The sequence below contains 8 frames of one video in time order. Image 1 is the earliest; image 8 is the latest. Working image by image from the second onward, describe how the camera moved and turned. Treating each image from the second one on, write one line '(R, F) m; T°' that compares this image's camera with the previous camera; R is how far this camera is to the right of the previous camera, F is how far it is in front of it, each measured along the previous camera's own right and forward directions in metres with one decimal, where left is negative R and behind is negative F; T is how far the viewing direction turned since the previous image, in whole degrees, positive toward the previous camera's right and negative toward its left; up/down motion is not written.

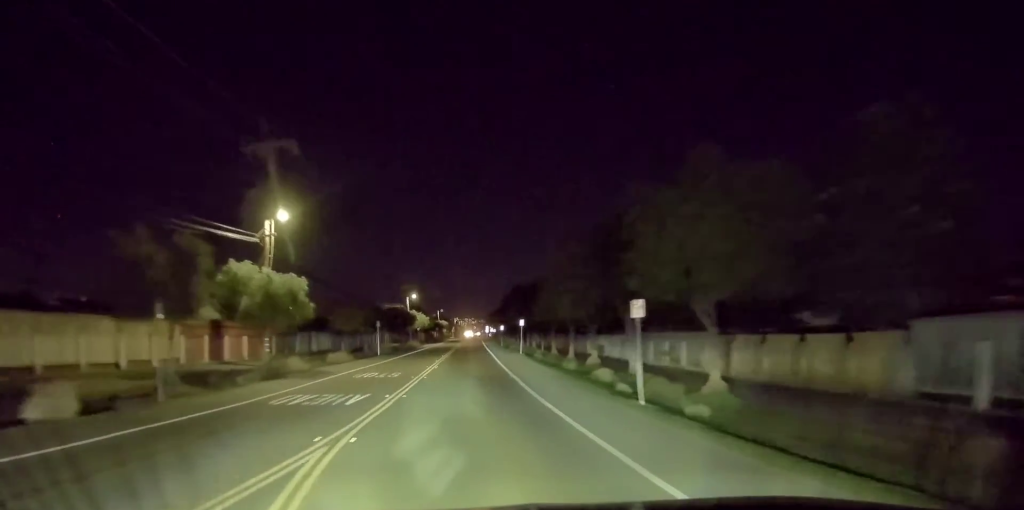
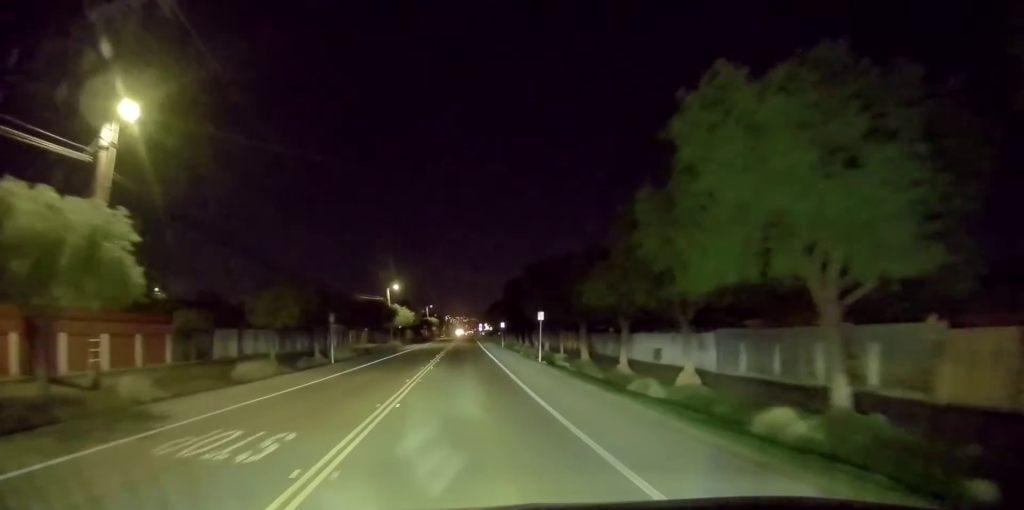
(+0.6, +16.3) m; +3°
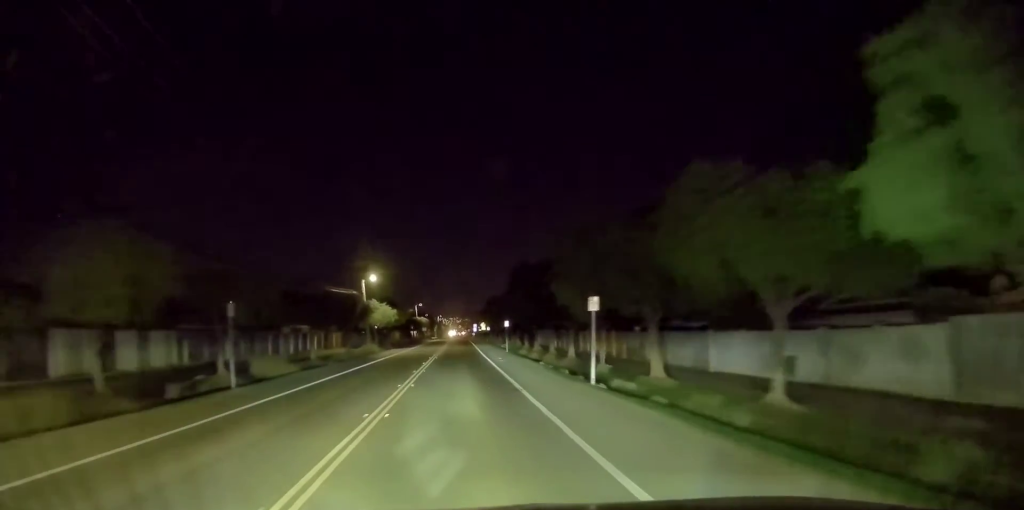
(0.0, +15.5) m; -2°
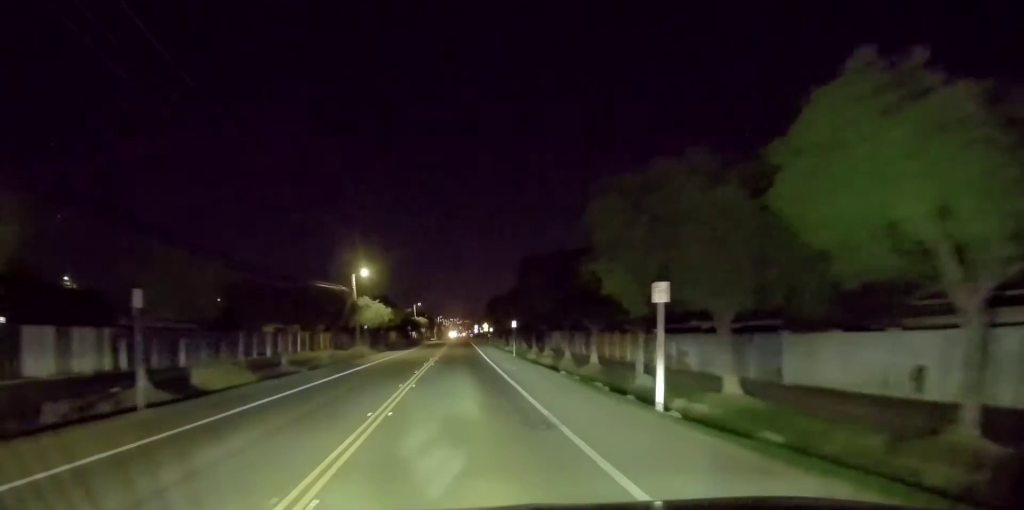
(-0.2, +6.6) m; 0°
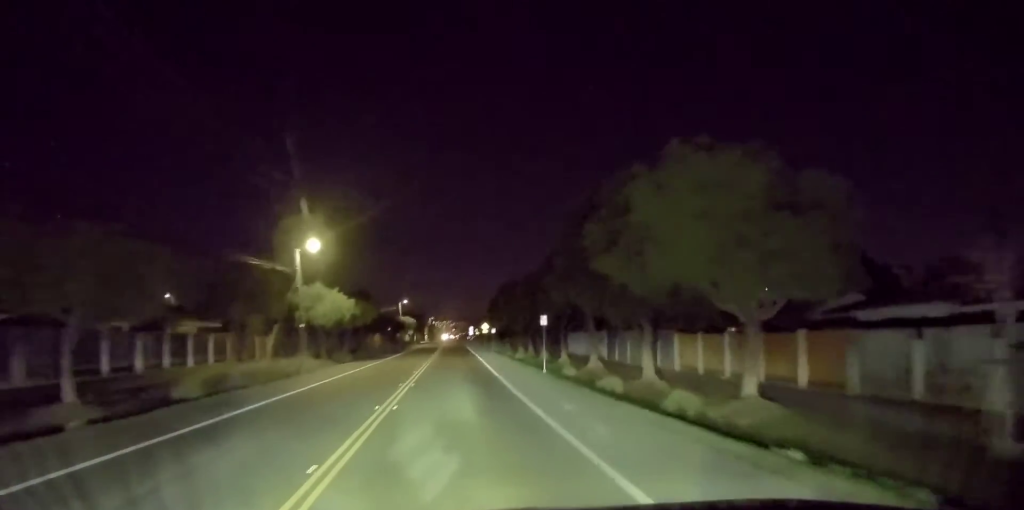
(0.0, +19.2) m; 0°
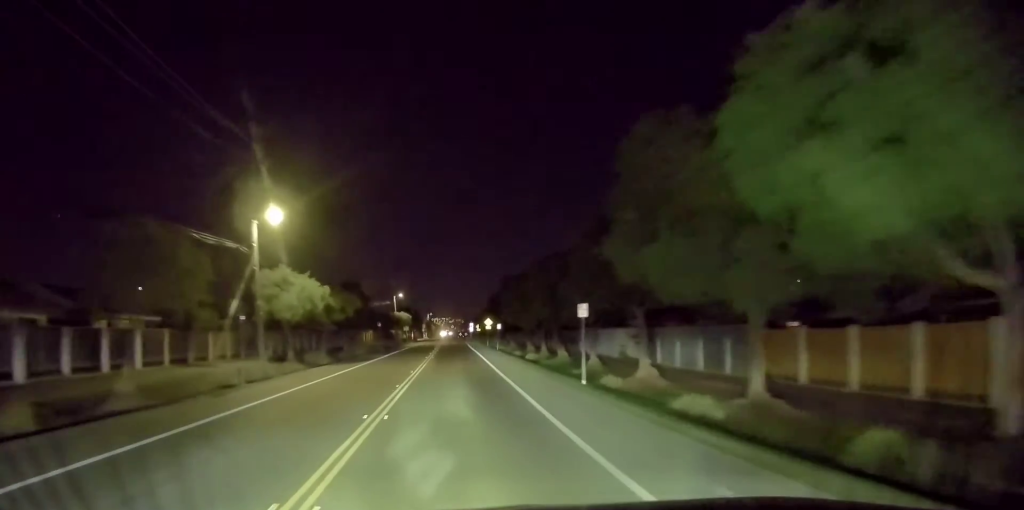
(-0.1, +9.2) m; 0°
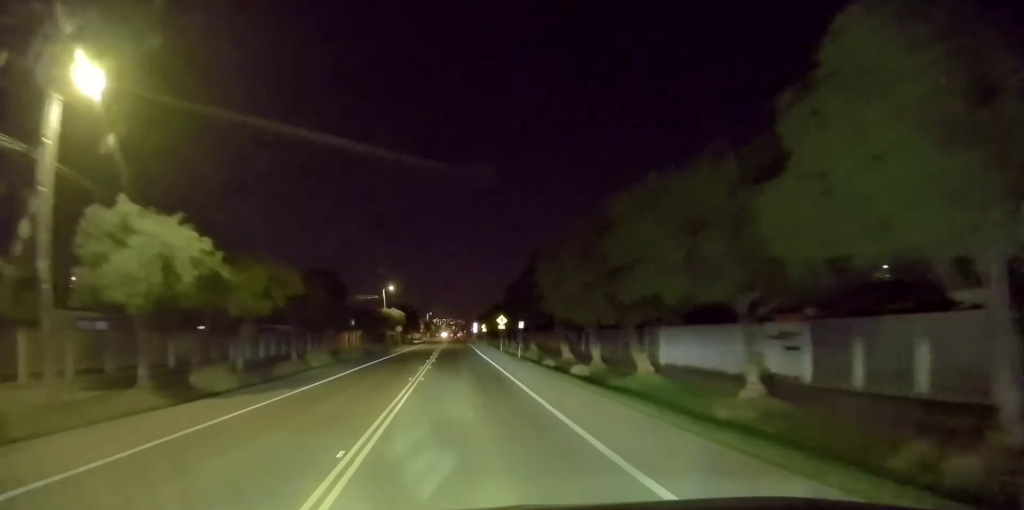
(+0.1, +18.4) m; 0°
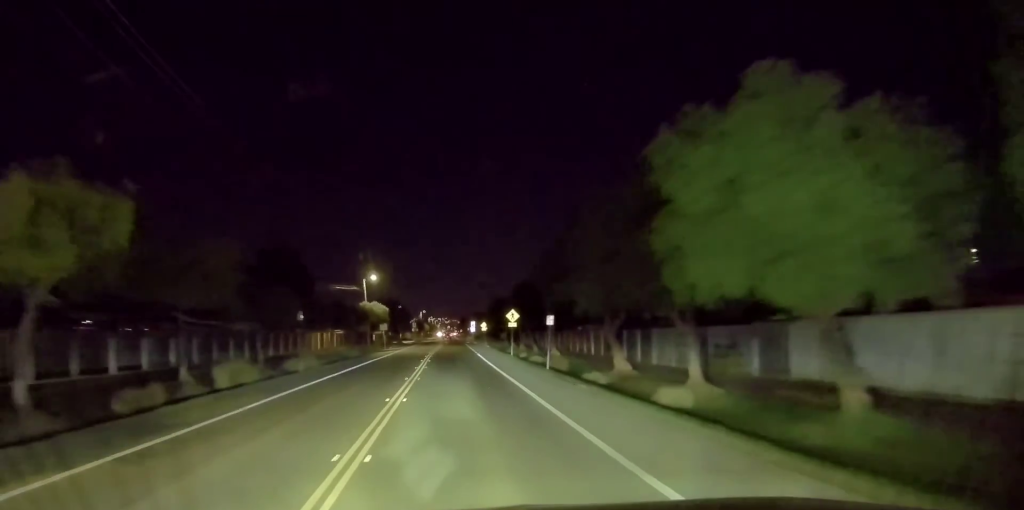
(-0.2, +14.7) m; +1°
